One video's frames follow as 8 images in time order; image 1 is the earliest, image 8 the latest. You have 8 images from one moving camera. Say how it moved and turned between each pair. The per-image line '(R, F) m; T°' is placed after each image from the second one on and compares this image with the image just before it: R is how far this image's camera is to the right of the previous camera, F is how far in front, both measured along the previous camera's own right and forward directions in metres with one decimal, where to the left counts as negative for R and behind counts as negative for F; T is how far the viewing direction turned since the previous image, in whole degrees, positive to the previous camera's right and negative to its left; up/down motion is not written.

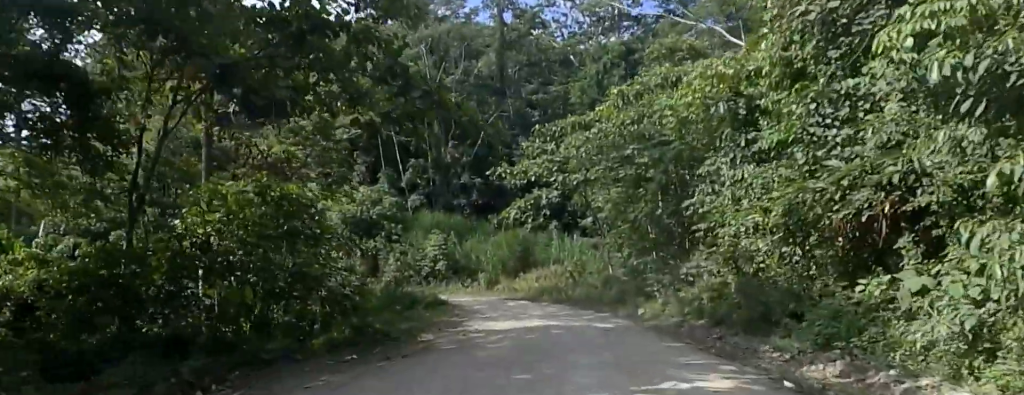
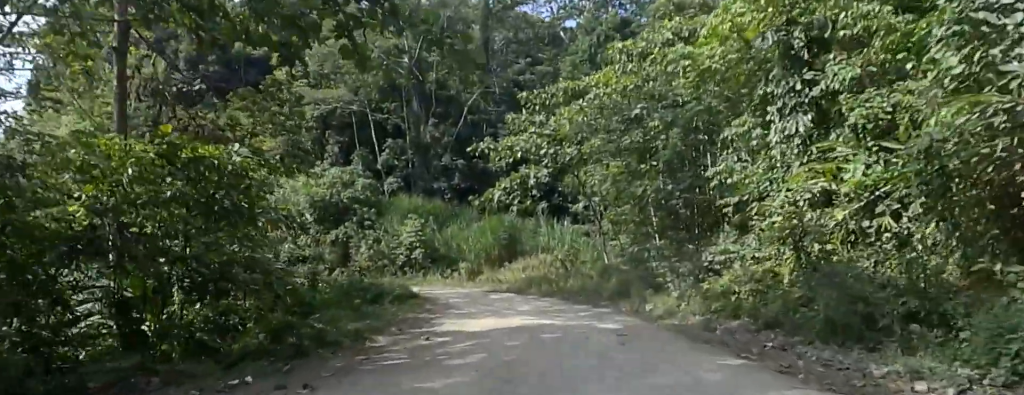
(-0.1, +3.6) m; -2°
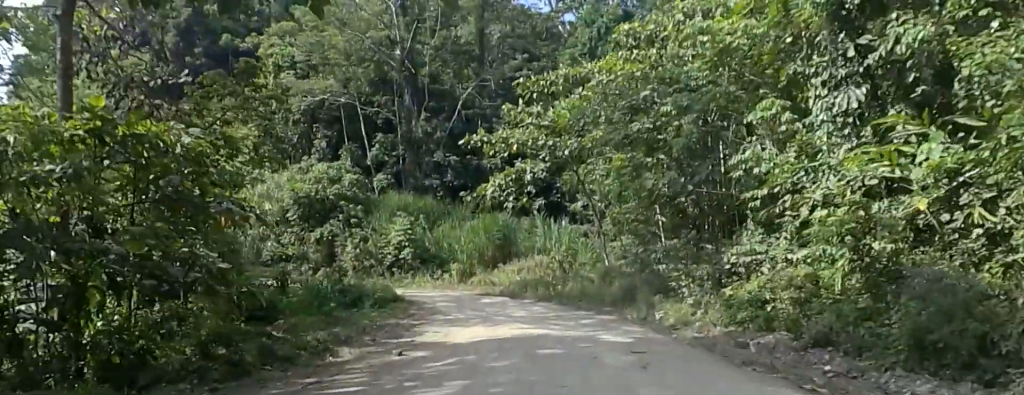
(0.0, +1.9) m; 0°
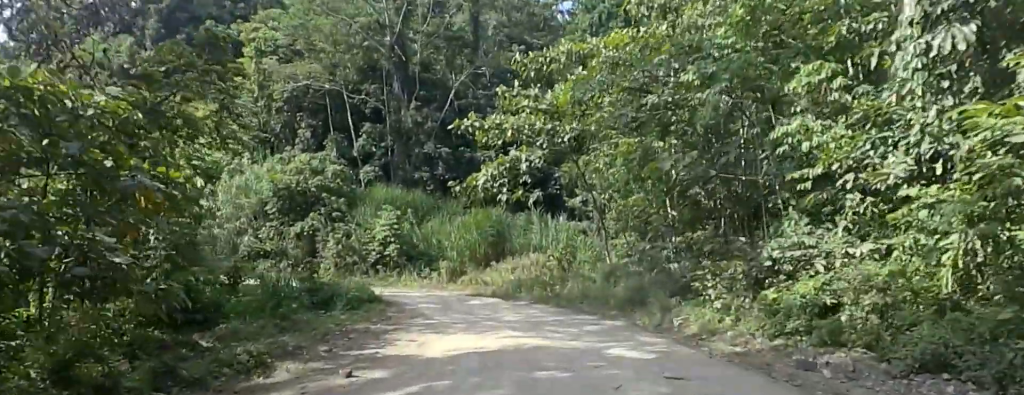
(0.0, +2.3) m; 0°
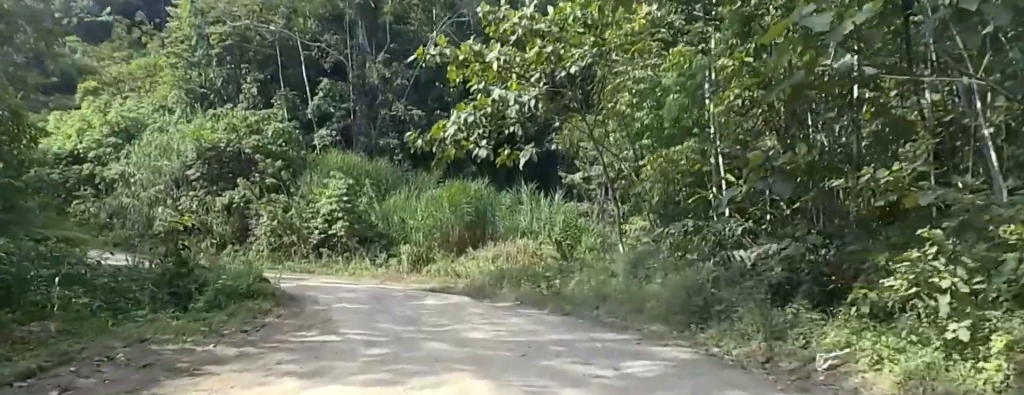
(0.0, +6.7) m; 0°
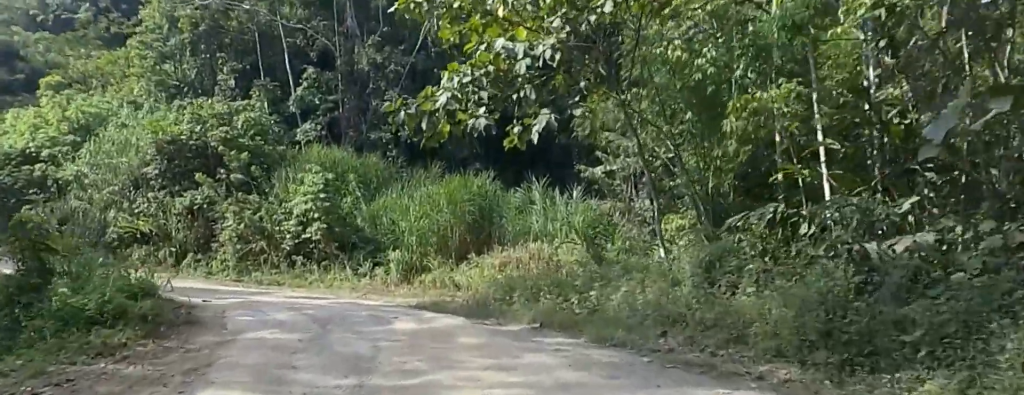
(0.0, +4.5) m; 0°
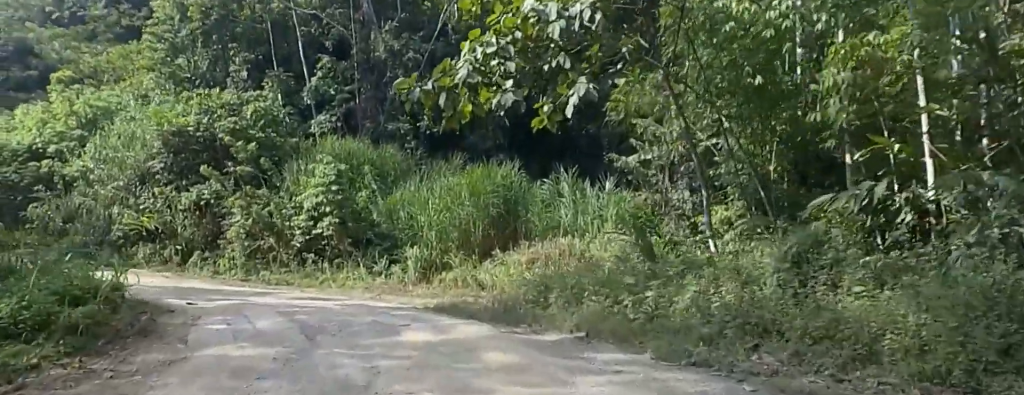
(0.0, +2.0) m; 0°
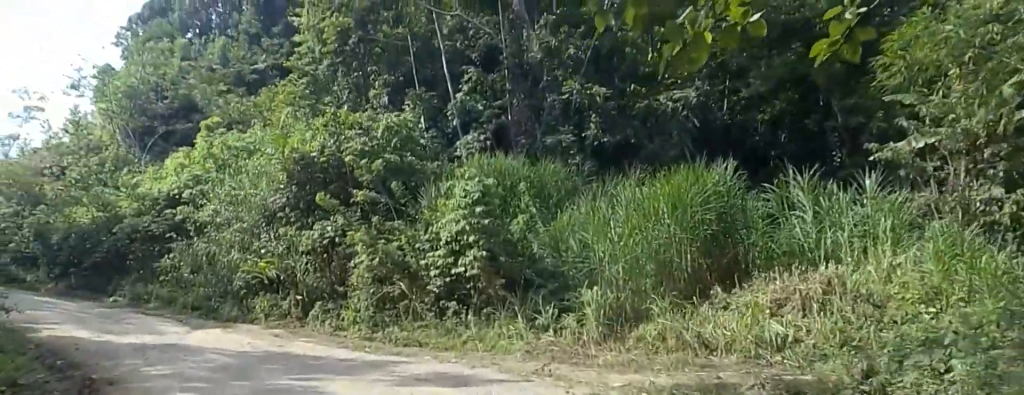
(0.0, +8.5) m; 0°
